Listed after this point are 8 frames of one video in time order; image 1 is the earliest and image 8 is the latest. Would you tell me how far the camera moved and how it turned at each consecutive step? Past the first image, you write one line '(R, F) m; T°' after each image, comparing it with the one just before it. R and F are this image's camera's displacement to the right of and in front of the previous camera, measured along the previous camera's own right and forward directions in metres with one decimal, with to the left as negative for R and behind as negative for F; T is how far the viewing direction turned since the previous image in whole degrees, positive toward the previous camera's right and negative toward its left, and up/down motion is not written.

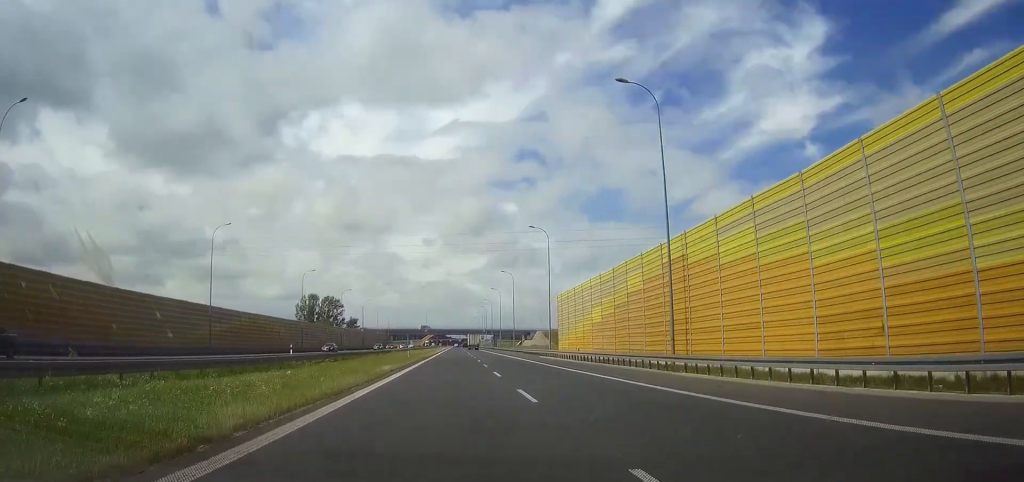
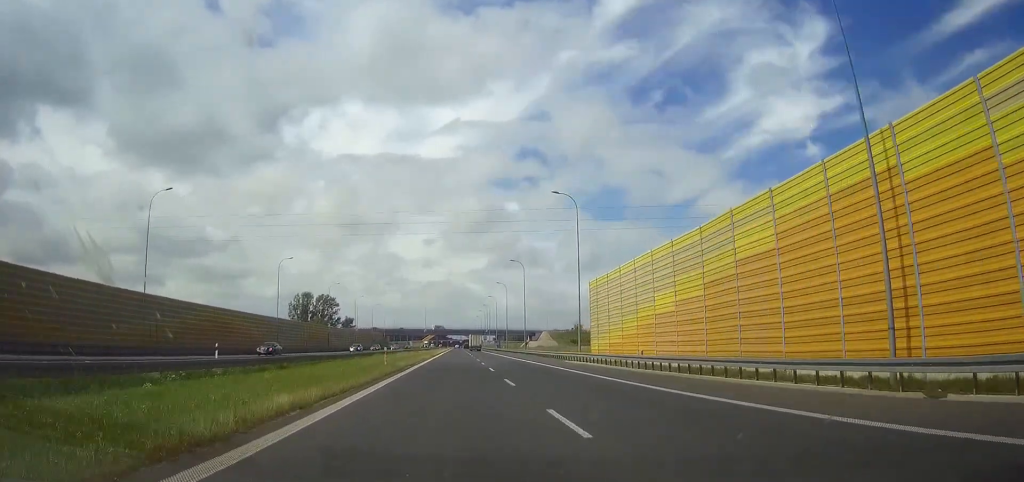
(0.0, +16.9) m; 0°
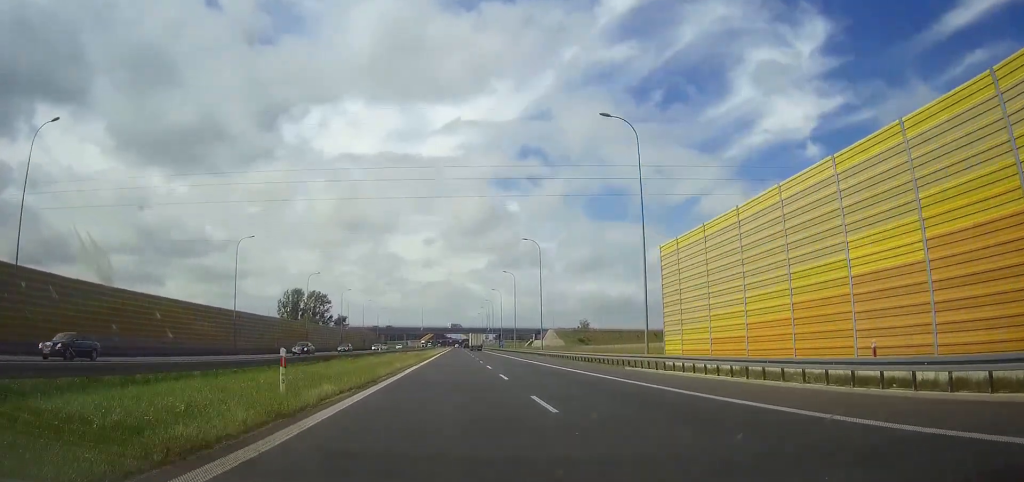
(0.0, +20.0) m; 0°
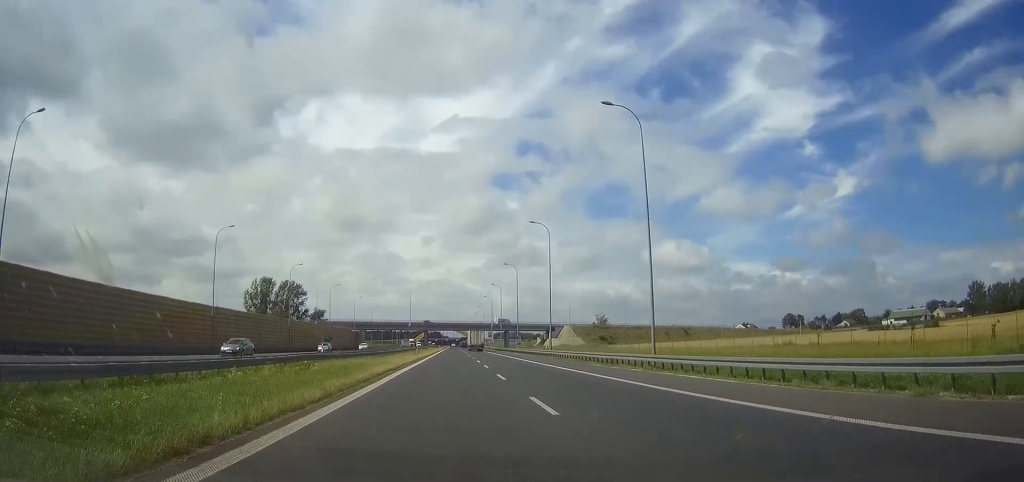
(-0.1, +47.5) m; 0°
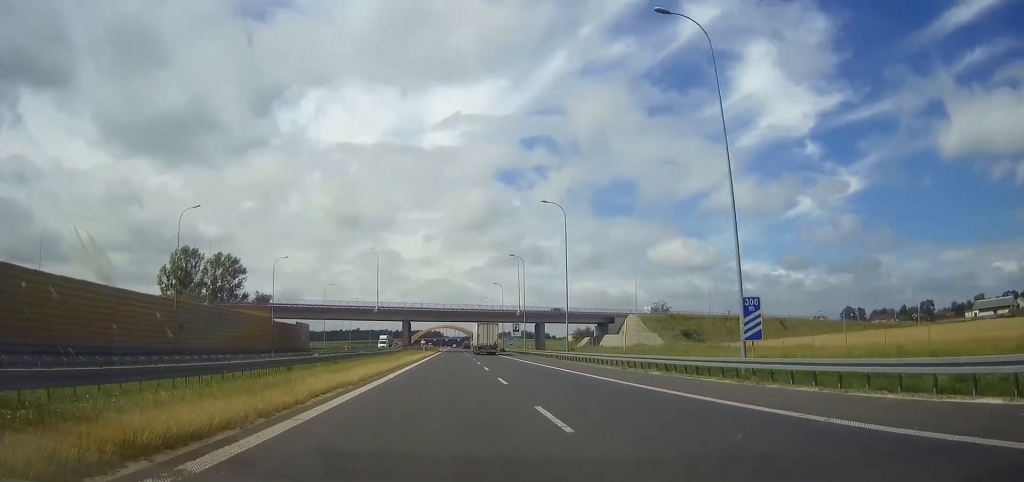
(-0.2, +85.6) m; 0°
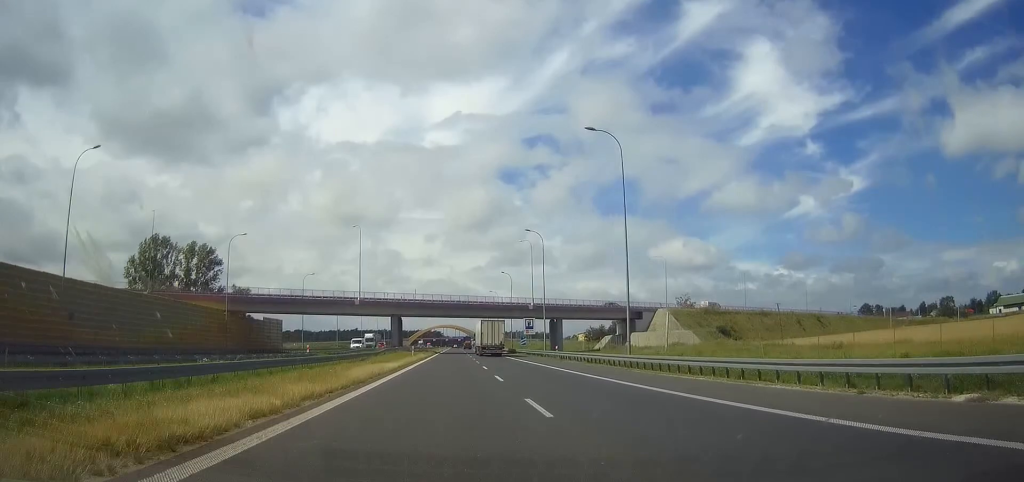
(0.0, +21.8) m; 0°
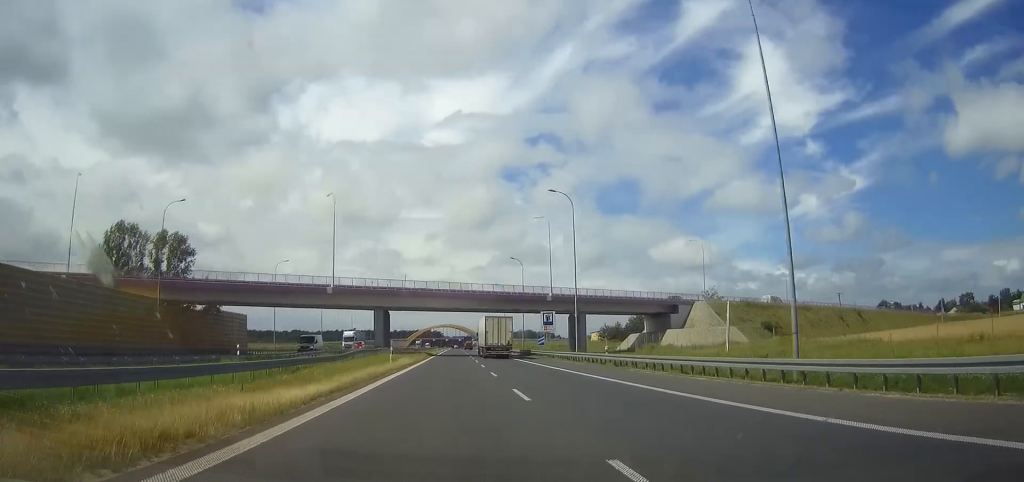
(-0.1, +20.3) m; 0°
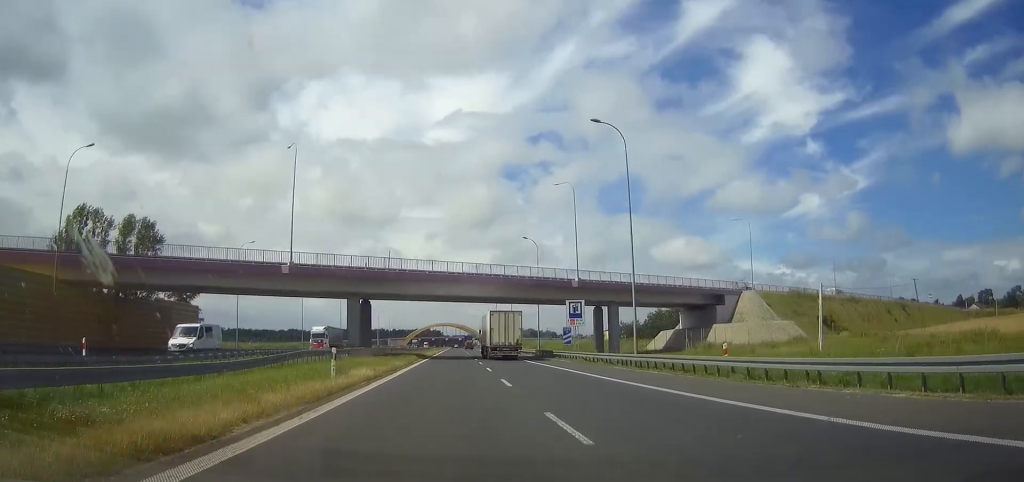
(0.0, +18.8) m; 0°
